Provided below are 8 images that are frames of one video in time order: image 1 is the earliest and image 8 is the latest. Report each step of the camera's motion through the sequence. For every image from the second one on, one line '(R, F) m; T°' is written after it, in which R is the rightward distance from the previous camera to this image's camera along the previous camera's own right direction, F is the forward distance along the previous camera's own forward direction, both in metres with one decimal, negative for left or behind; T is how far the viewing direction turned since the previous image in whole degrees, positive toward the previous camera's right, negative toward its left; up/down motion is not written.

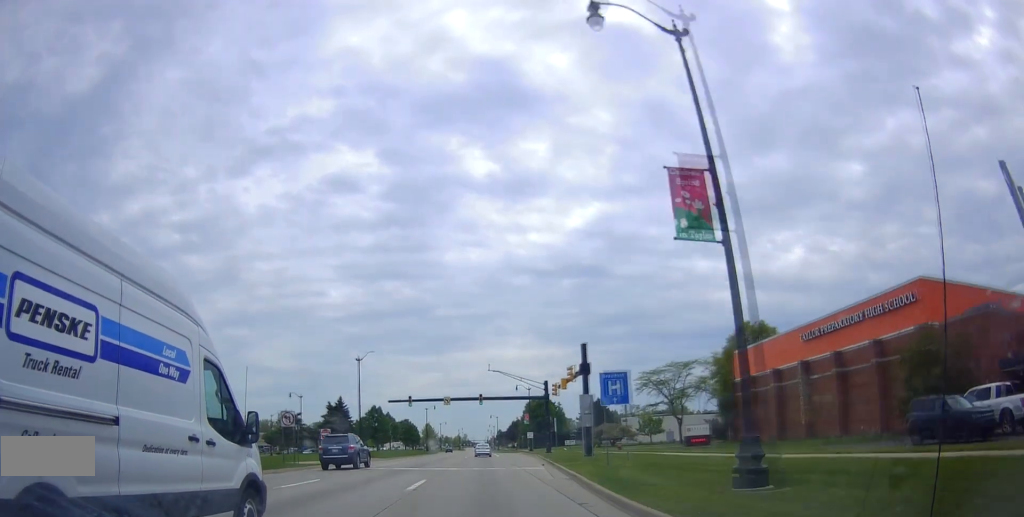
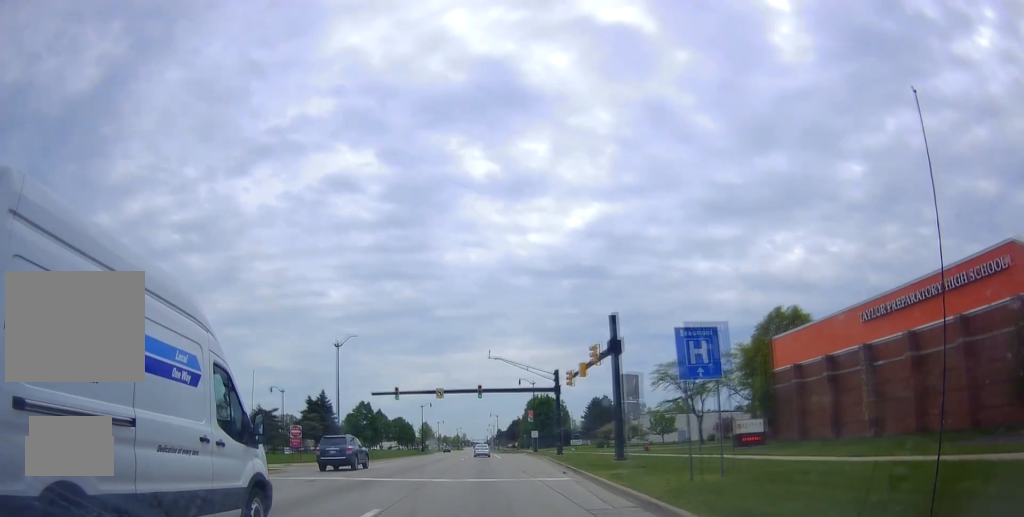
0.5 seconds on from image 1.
(+0.2, +9.0) m; 0°
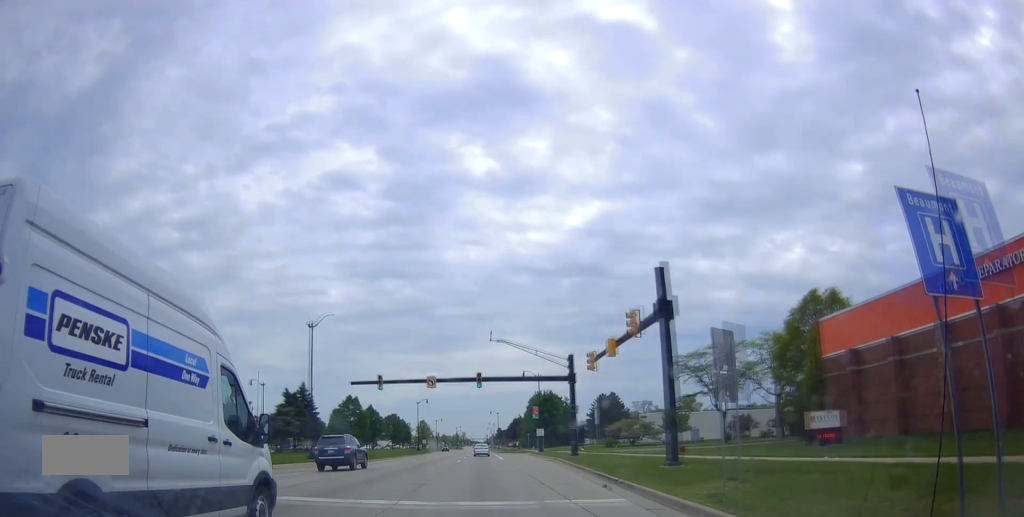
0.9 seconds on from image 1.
(-0.2, +8.4) m; 0°
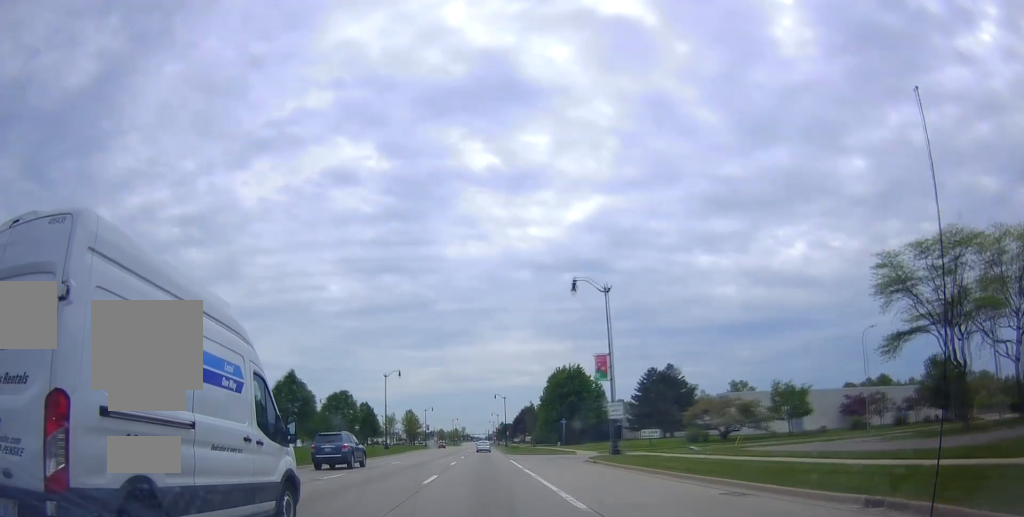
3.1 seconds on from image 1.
(+0.5, +42.3) m; 0°
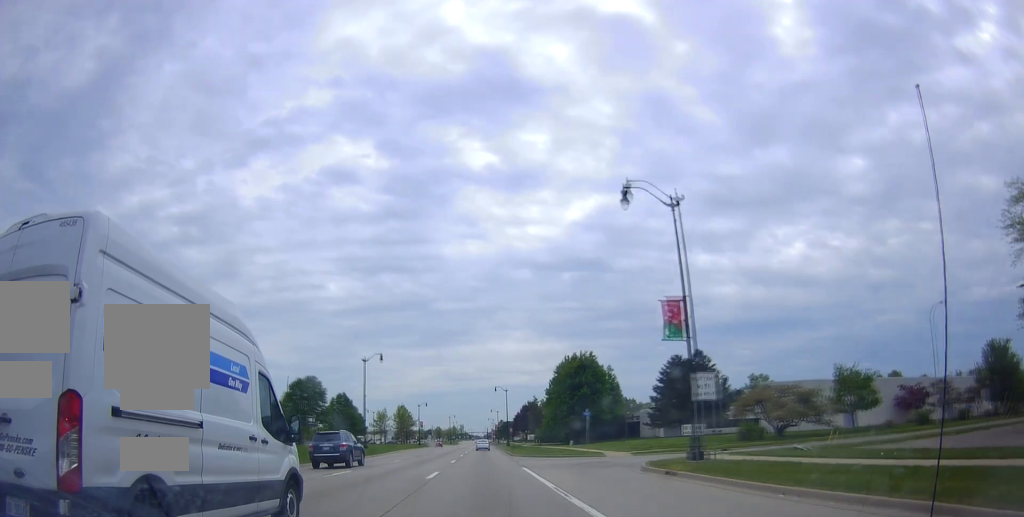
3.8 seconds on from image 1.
(-0.2, +13.9) m; -1°
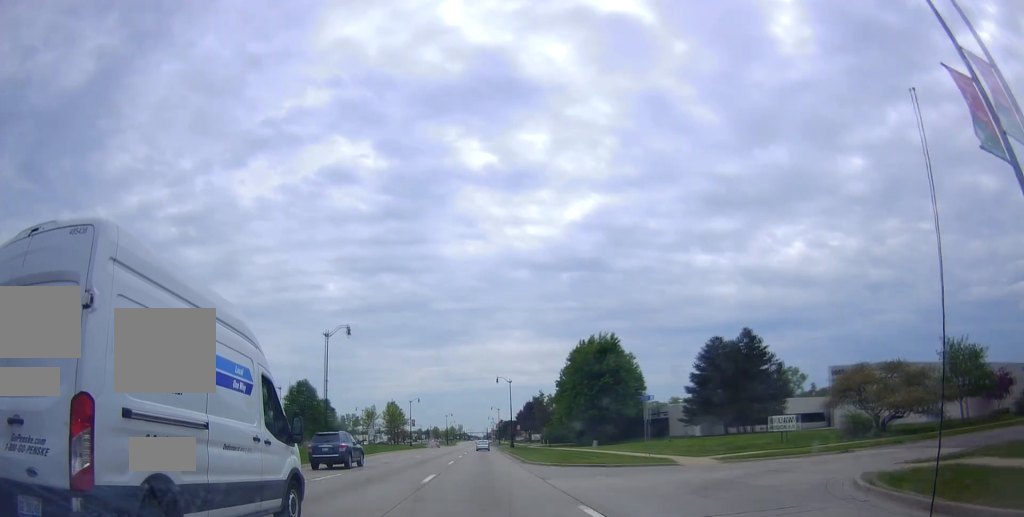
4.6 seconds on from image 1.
(-0.3, +16.5) m; 0°
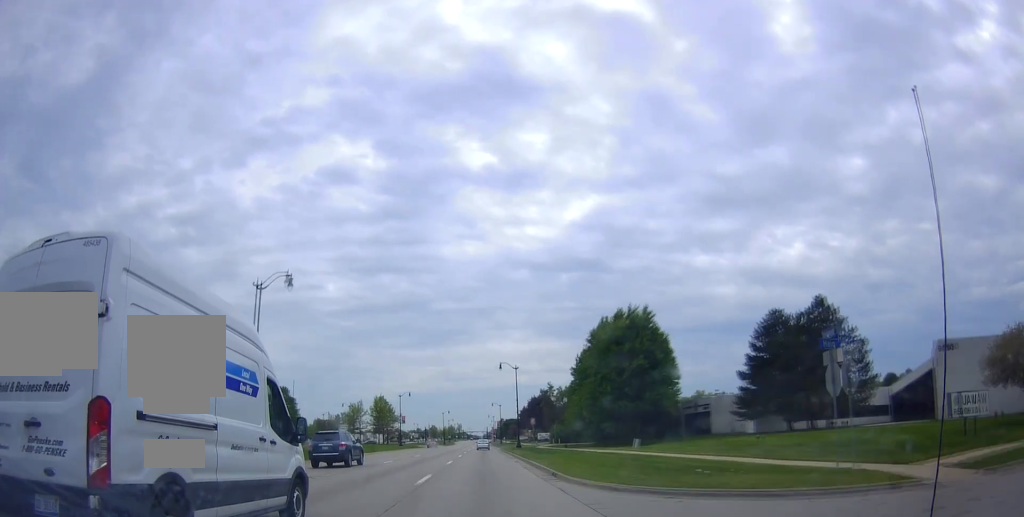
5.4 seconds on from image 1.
(+0.5, +16.4) m; 0°
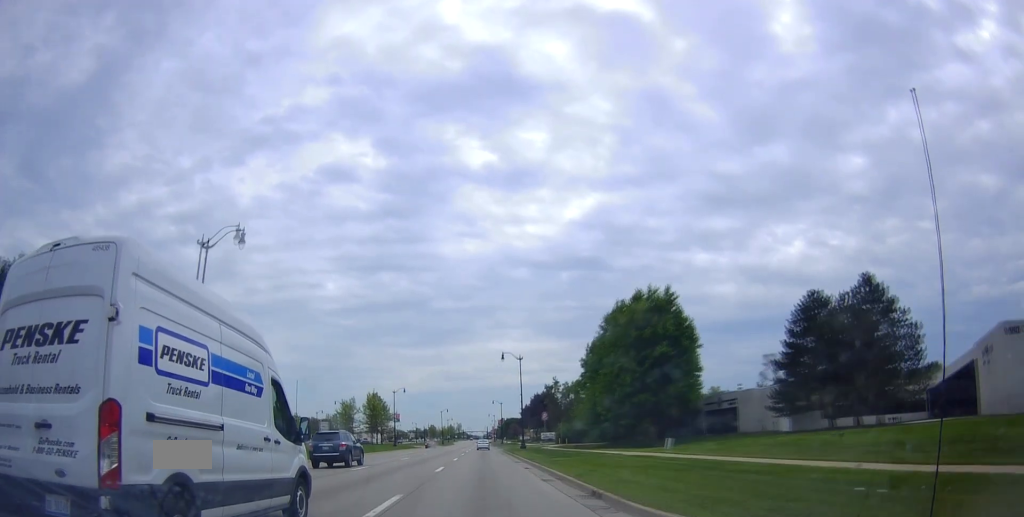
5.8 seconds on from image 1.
(-0.3, +7.8) m; 0°
